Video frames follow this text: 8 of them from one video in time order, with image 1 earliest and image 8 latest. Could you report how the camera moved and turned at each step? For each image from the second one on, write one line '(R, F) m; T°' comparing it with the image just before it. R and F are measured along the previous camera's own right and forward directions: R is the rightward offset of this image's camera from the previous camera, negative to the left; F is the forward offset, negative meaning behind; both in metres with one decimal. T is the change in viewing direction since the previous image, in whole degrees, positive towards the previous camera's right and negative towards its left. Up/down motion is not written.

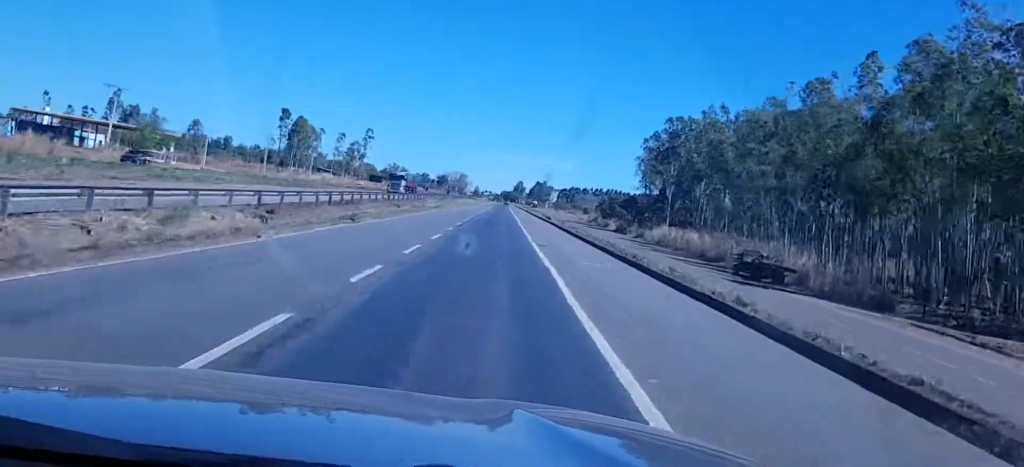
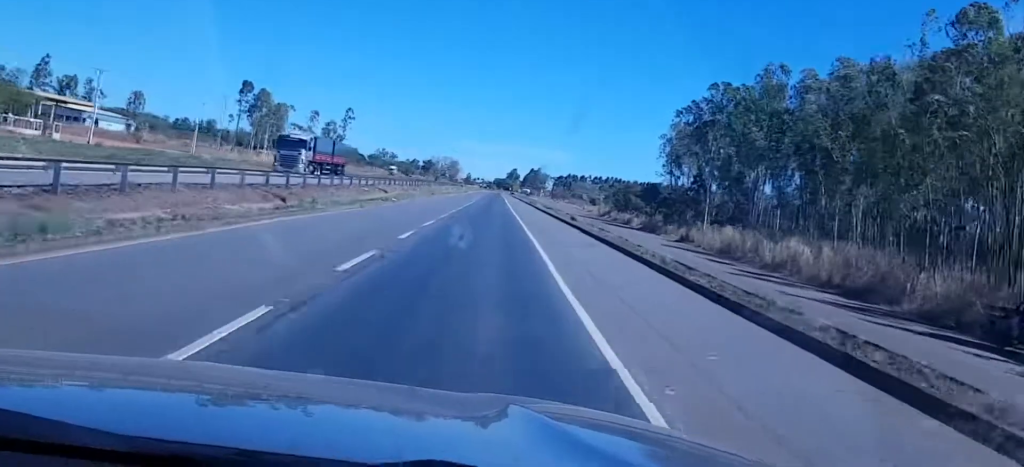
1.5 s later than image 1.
(-0.3, +40.8) m; -1°
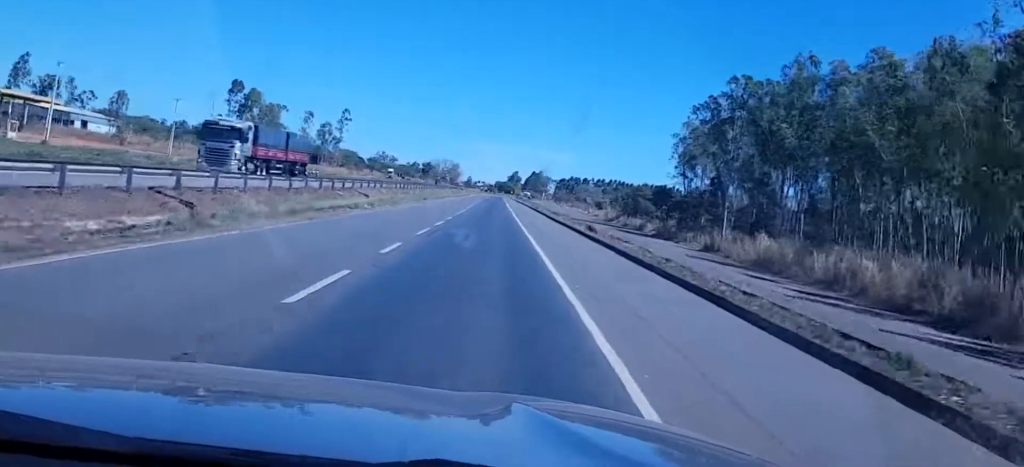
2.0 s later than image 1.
(-0.1, +11.8) m; 0°
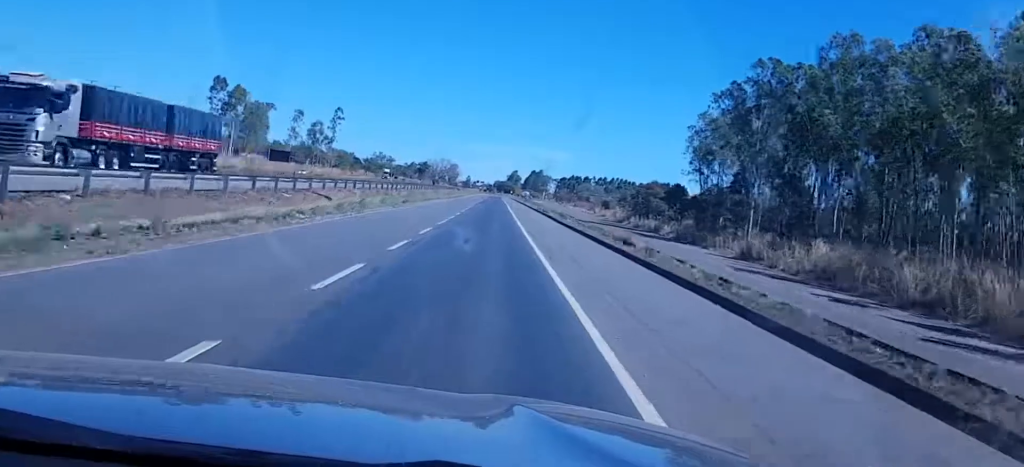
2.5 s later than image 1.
(+0.1, +13.6) m; 0°
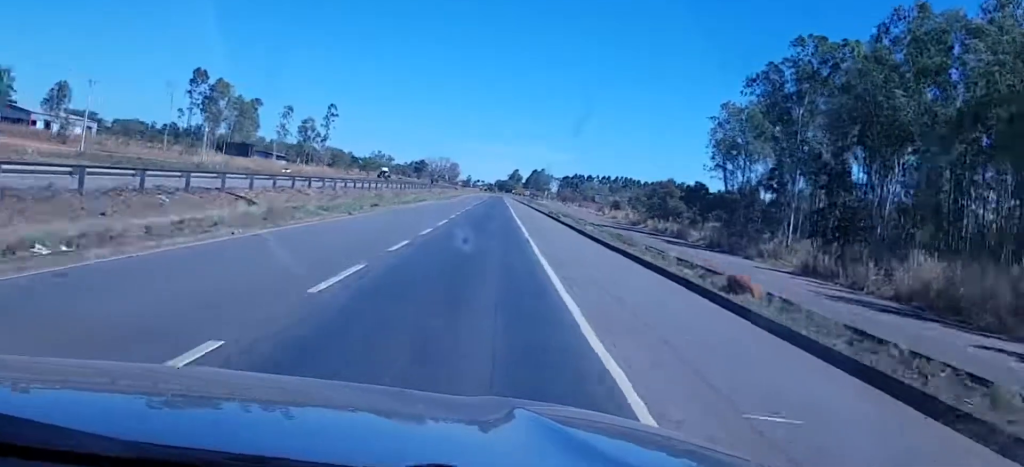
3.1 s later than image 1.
(+0.1, +15.5) m; 0°
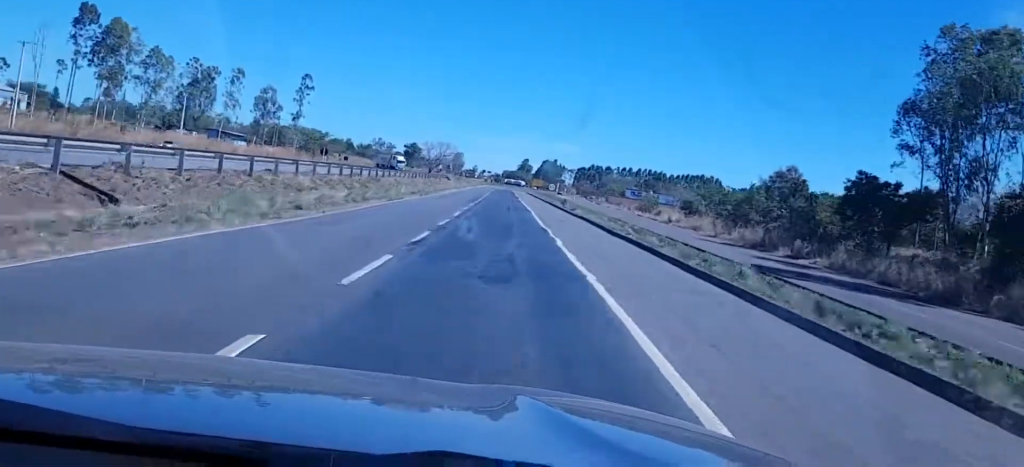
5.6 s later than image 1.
(-0.8, +57.7) m; -1°
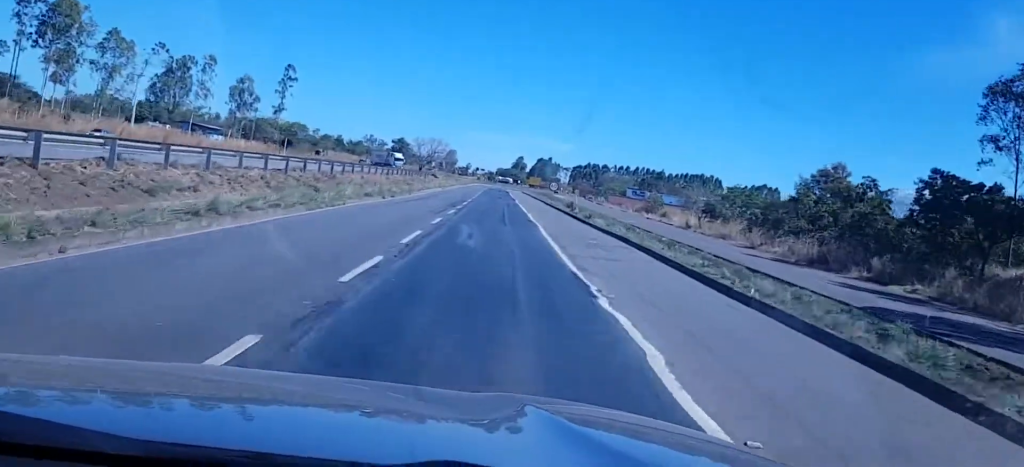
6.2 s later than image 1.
(0.0, +13.2) m; 0°
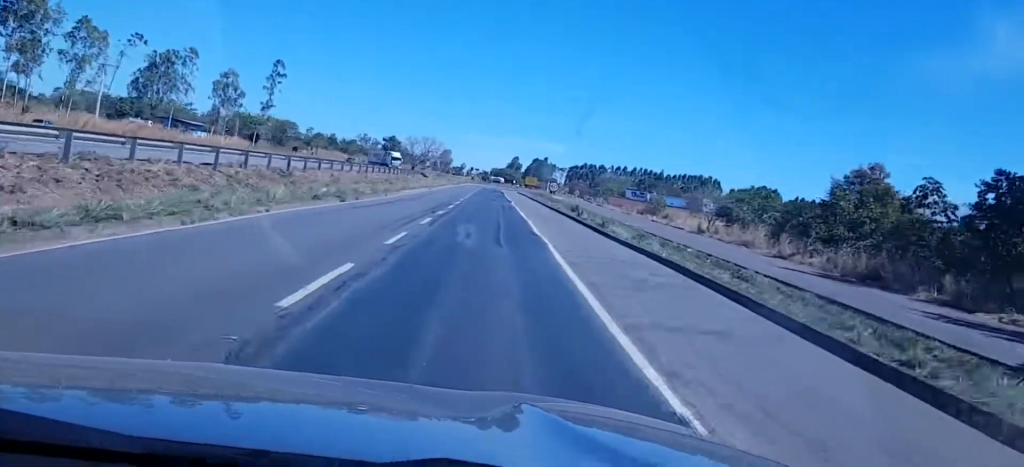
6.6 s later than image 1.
(0.0, +8.1) m; 0°
